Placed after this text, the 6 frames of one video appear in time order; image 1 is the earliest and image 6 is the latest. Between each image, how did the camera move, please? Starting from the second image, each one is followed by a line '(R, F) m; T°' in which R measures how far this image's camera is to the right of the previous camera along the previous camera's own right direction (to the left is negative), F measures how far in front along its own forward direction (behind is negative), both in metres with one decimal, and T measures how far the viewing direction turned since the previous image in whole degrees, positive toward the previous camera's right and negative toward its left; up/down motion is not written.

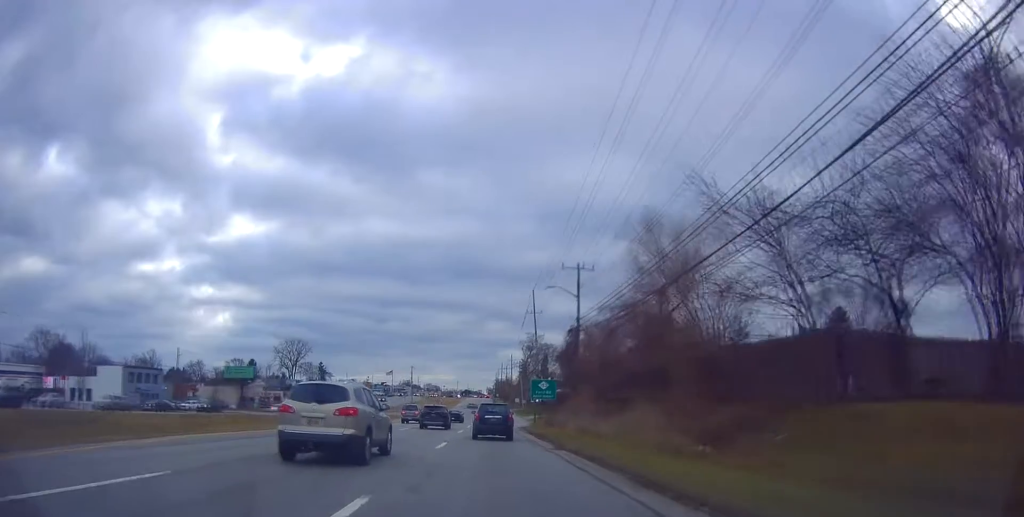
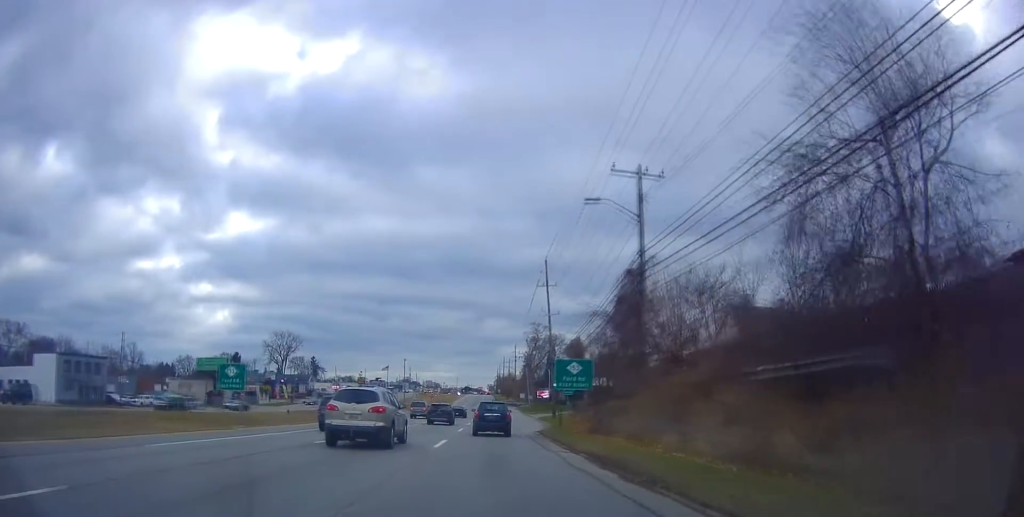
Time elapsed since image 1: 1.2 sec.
(-0.2, +18.3) m; -3°
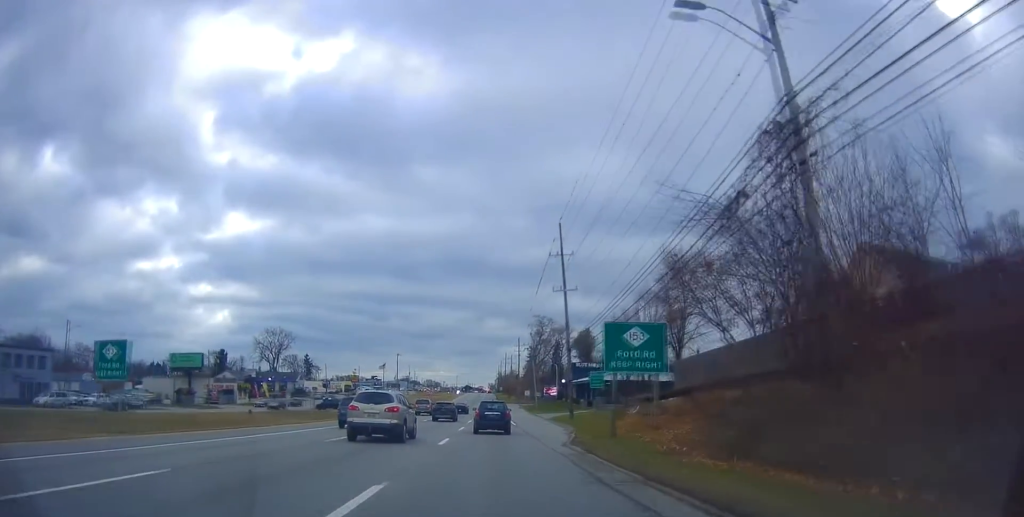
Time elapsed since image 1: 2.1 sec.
(-0.6, +14.2) m; 0°
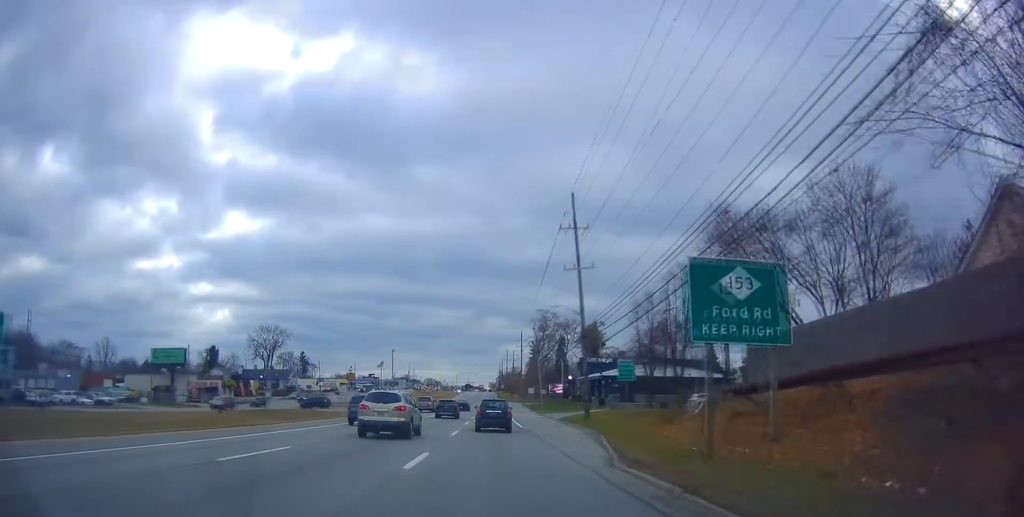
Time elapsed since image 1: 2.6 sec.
(+0.4, +8.7) m; +1°
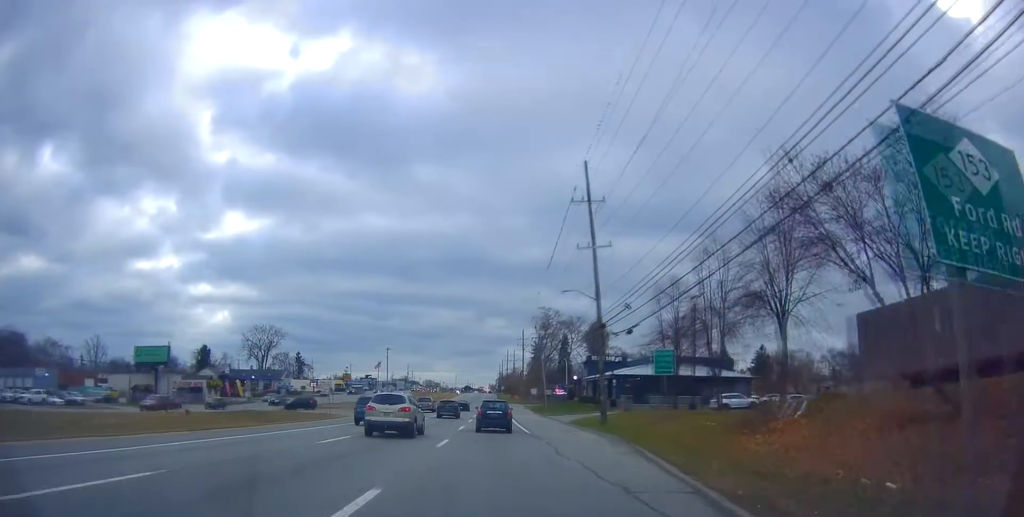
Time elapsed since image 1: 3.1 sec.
(+0.2, +7.1) m; +1°
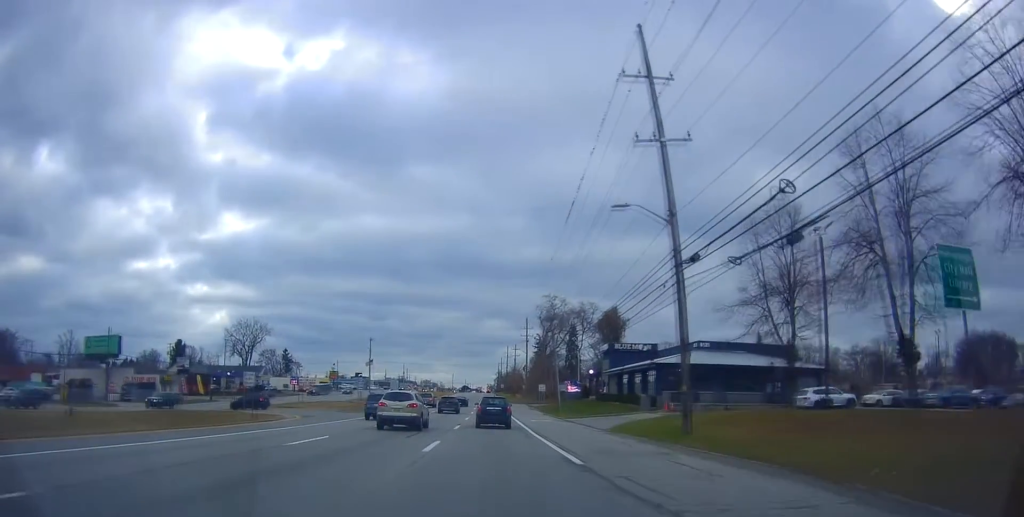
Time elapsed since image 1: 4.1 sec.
(-0.3, +17.9) m; 0°
